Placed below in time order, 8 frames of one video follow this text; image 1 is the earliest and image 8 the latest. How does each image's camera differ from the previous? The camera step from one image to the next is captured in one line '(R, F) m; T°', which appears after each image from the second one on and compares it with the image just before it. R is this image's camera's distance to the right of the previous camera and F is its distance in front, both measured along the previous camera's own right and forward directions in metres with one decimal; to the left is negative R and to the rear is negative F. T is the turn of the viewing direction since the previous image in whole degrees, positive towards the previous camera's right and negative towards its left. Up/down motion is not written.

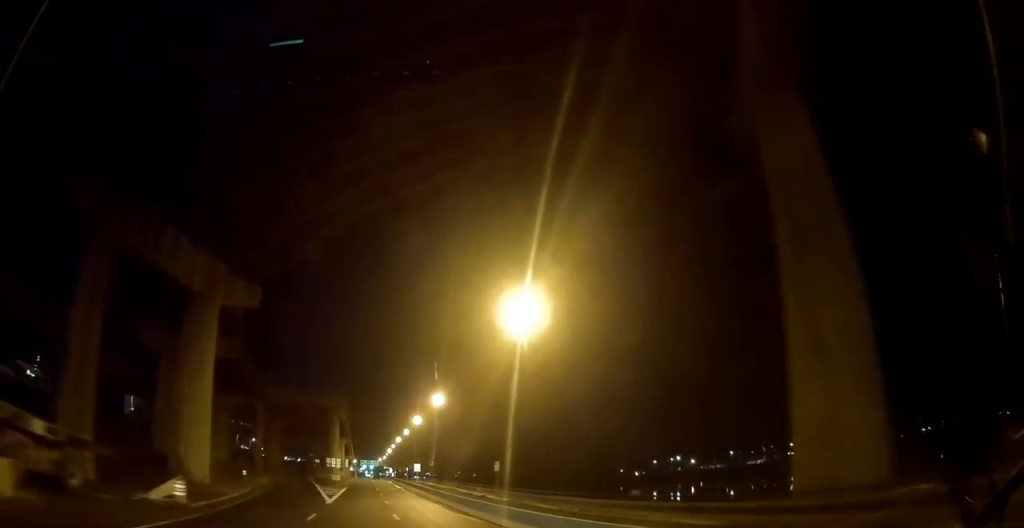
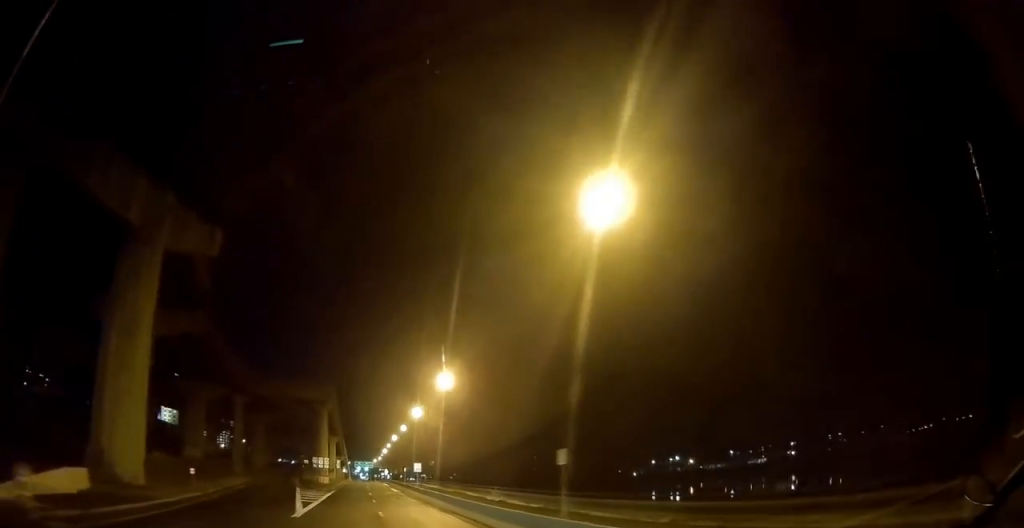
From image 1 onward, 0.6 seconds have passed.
(+0.5, +10.4) m; 0°
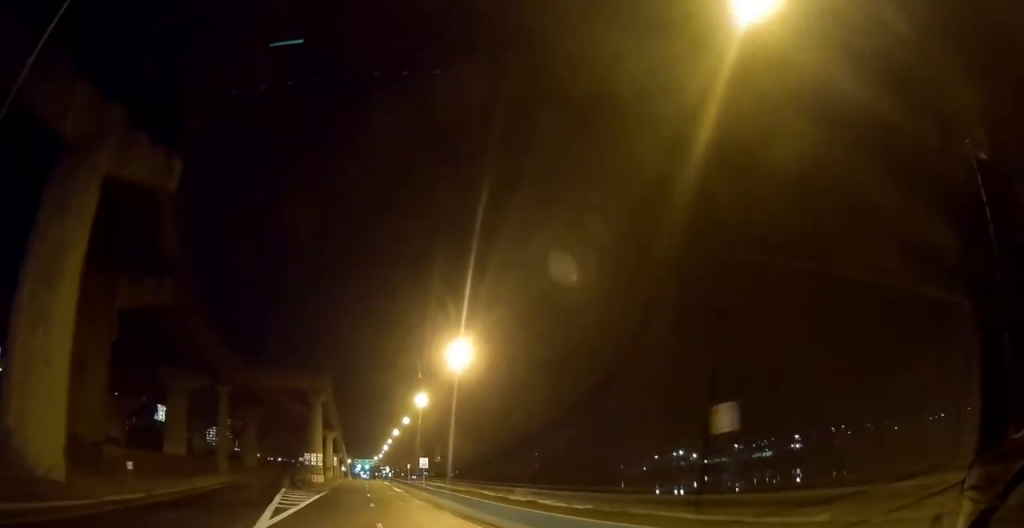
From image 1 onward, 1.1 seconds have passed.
(-0.5, +8.3) m; -1°
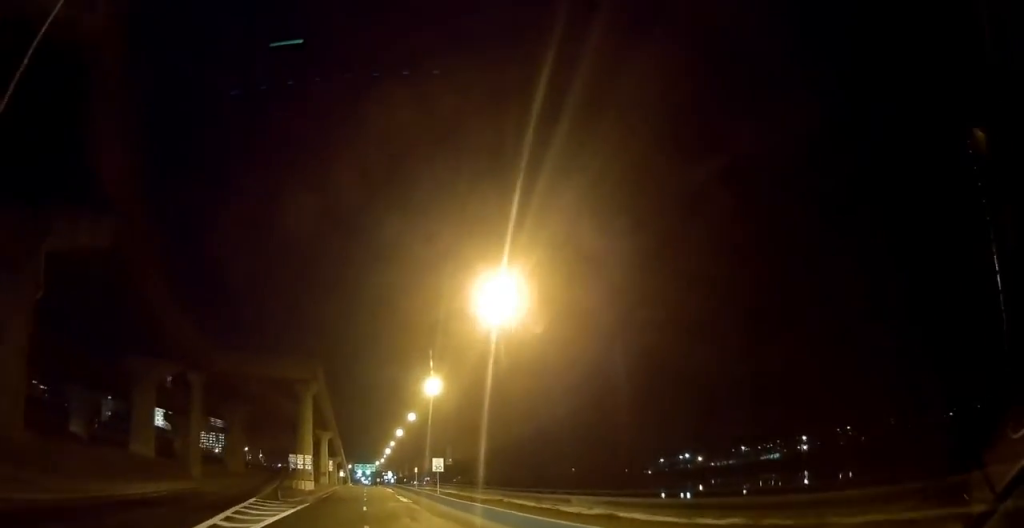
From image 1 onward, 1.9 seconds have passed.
(-0.3, +12.1) m; -1°
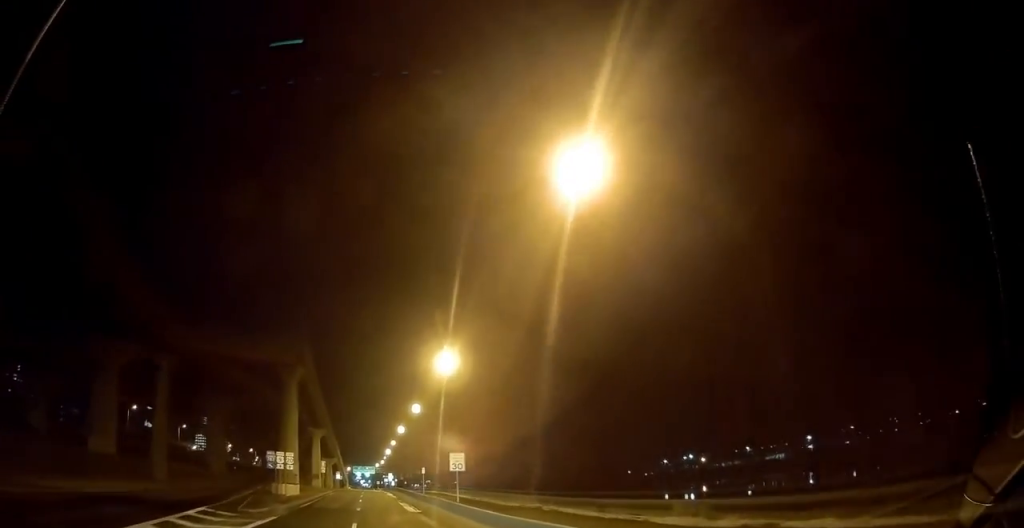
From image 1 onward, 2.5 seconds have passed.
(0.0, +10.9) m; +2°
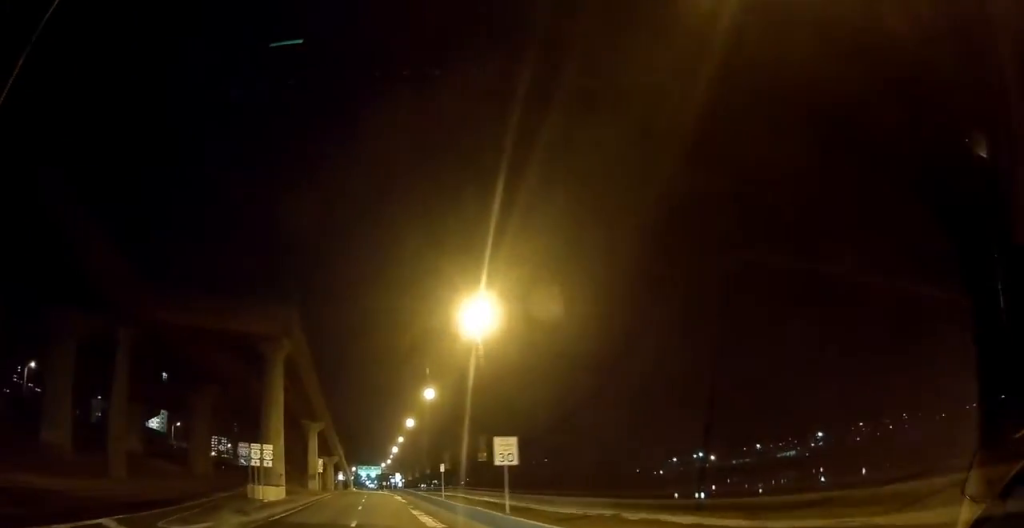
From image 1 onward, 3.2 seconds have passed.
(+0.3, +10.3) m; +1°
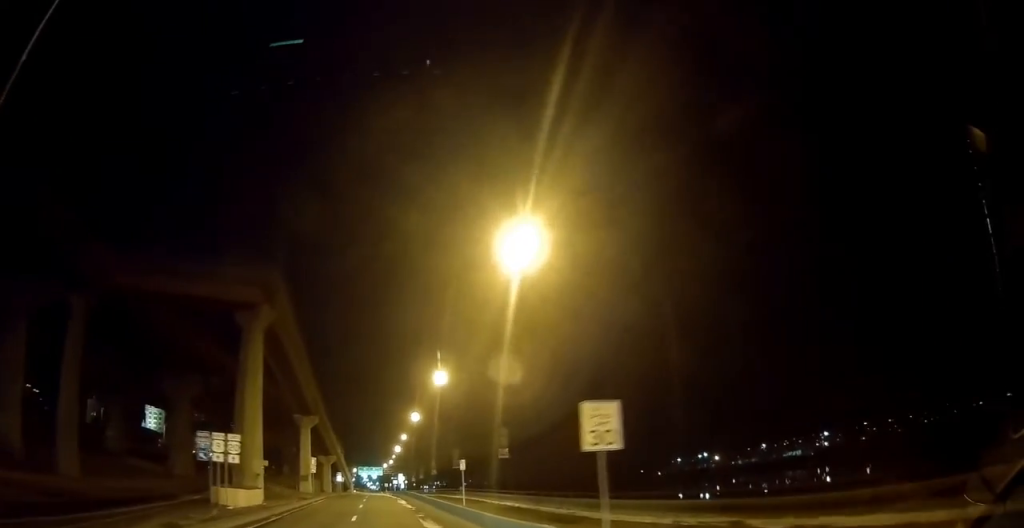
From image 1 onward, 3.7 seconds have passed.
(+0.1, +8.1) m; 0°
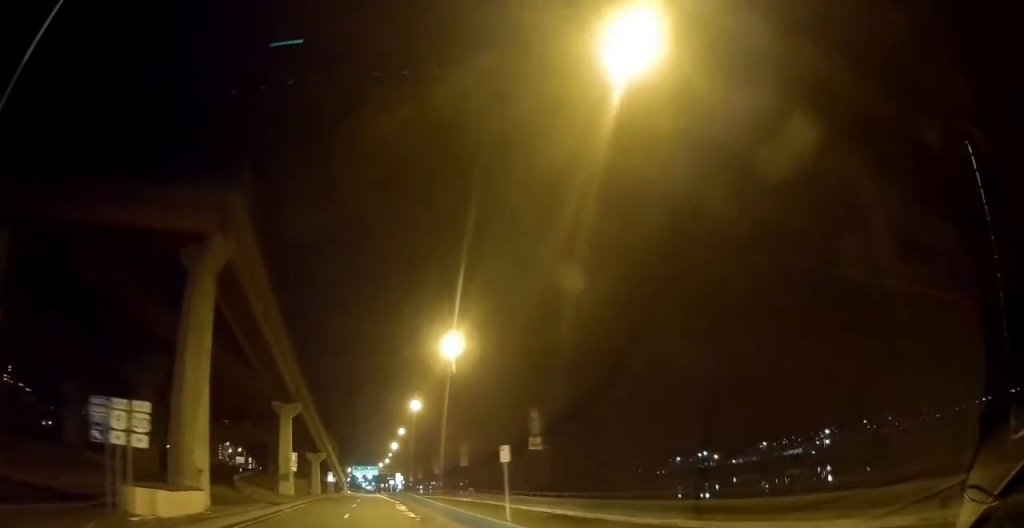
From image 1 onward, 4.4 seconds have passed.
(-0.3, +9.9) m; 0°
